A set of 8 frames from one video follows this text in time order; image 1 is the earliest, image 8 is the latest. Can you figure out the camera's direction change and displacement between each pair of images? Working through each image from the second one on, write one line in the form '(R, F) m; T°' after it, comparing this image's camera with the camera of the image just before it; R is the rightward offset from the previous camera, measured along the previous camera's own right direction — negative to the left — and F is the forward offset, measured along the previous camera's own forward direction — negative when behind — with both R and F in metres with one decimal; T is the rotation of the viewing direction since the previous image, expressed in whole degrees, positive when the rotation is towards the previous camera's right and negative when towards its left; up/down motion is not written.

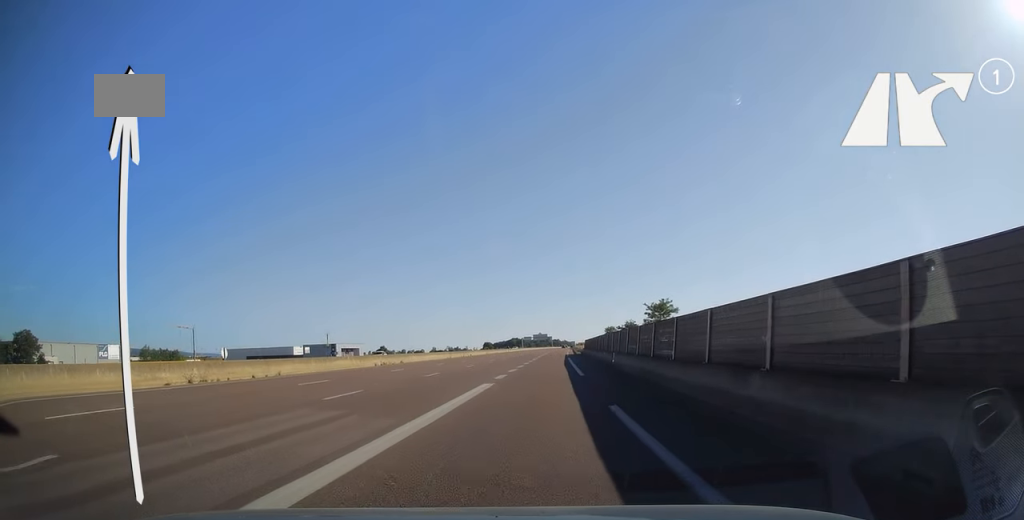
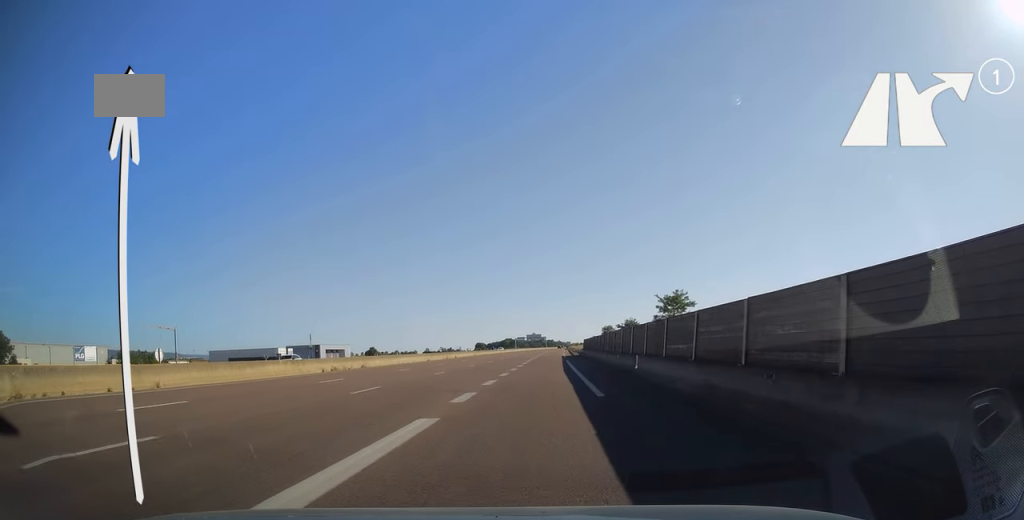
(0.0, +10.2) m; +1°
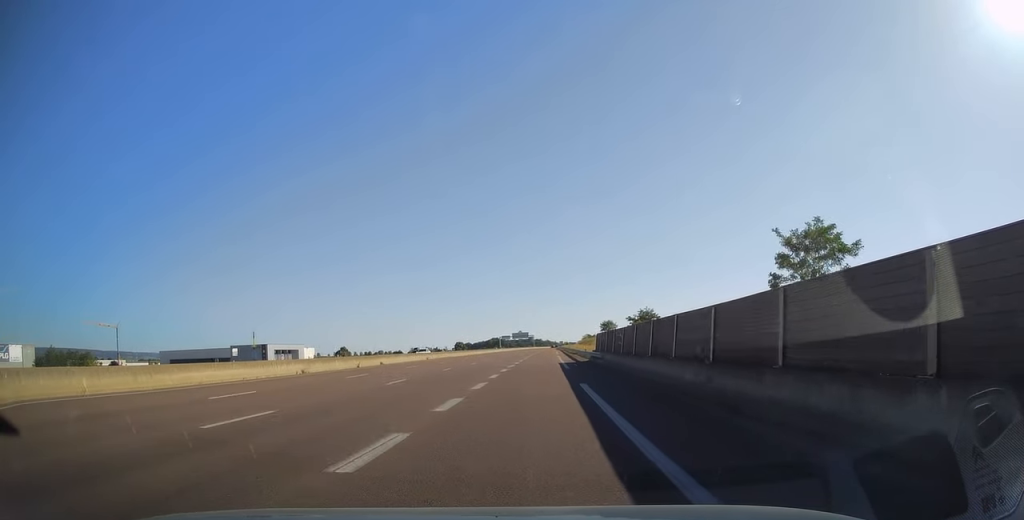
(+0.4, +34.1) m; +1°
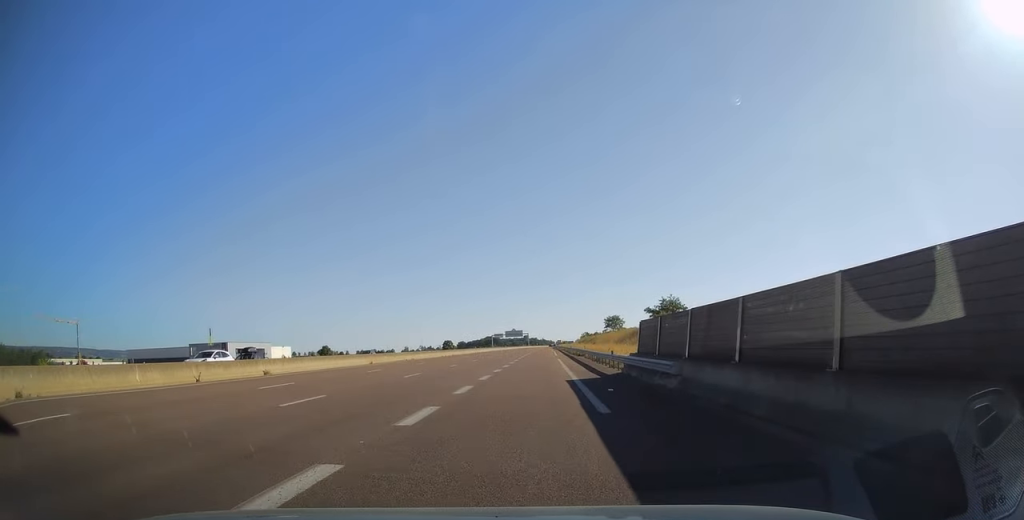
(0.0, +21.9) m; +1°
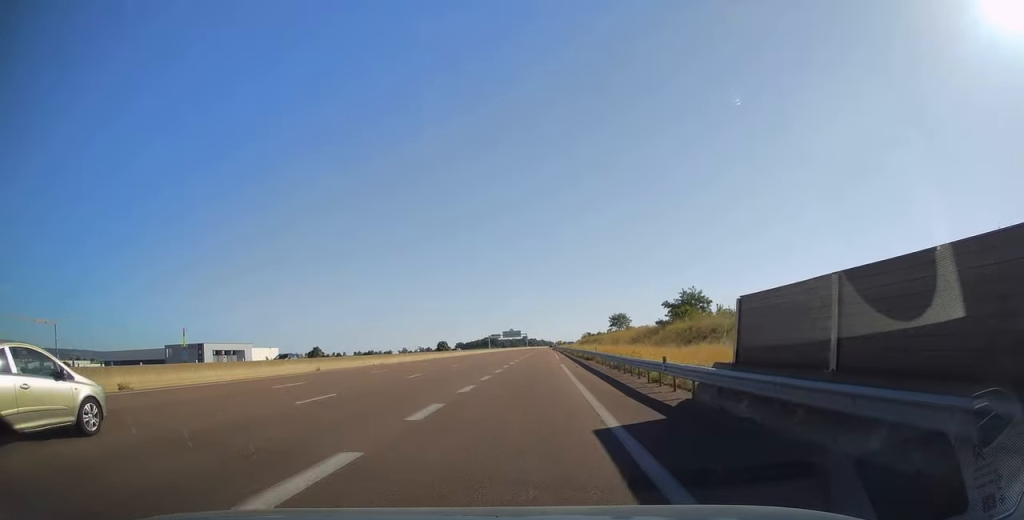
(+0.1, +11.9) m; 0°
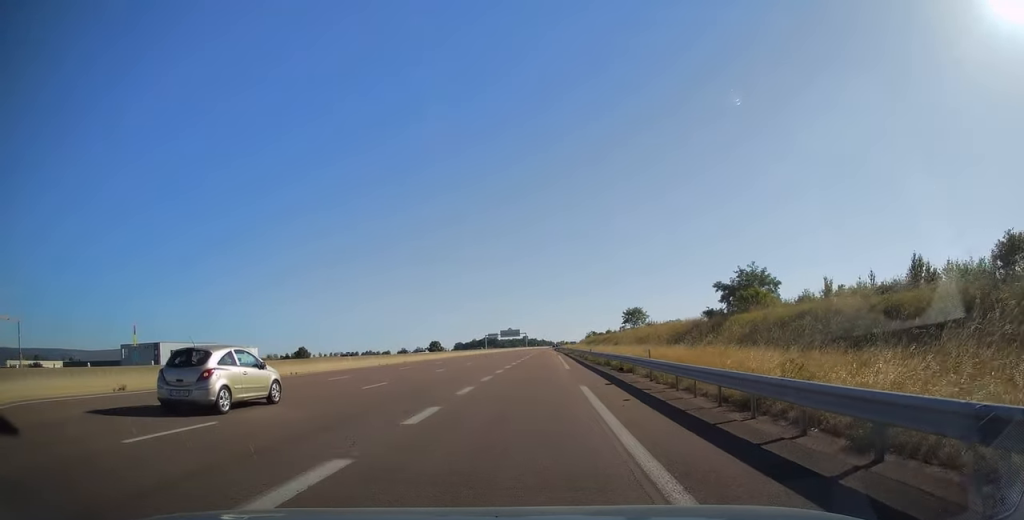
(+0.2, +19.6) m; 0°
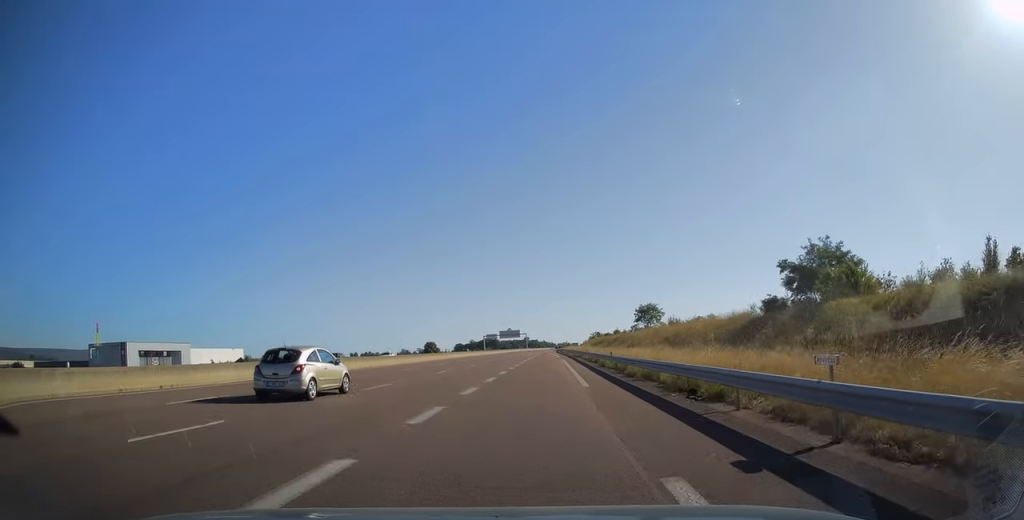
(0.0, +12.8) m; 0°
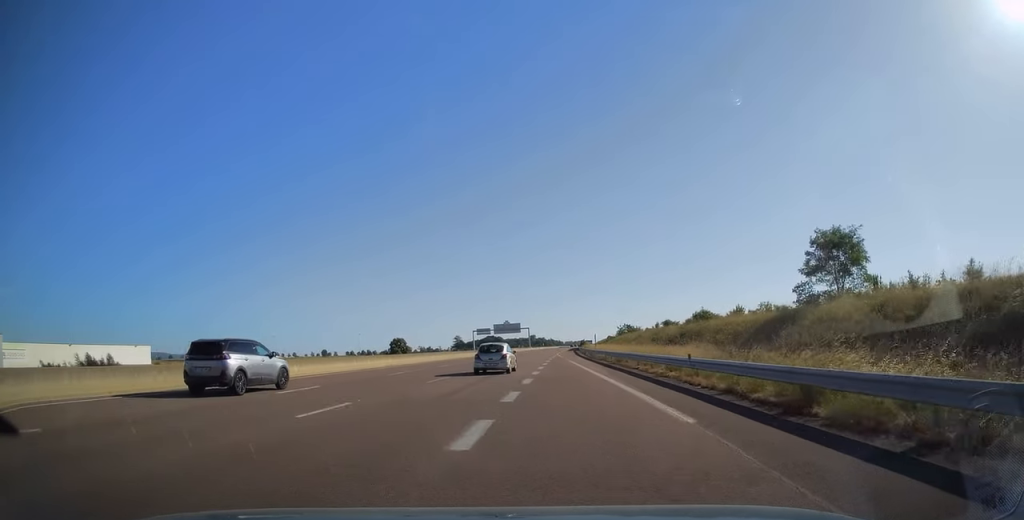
(-0.8, +60.7) m; -1°
